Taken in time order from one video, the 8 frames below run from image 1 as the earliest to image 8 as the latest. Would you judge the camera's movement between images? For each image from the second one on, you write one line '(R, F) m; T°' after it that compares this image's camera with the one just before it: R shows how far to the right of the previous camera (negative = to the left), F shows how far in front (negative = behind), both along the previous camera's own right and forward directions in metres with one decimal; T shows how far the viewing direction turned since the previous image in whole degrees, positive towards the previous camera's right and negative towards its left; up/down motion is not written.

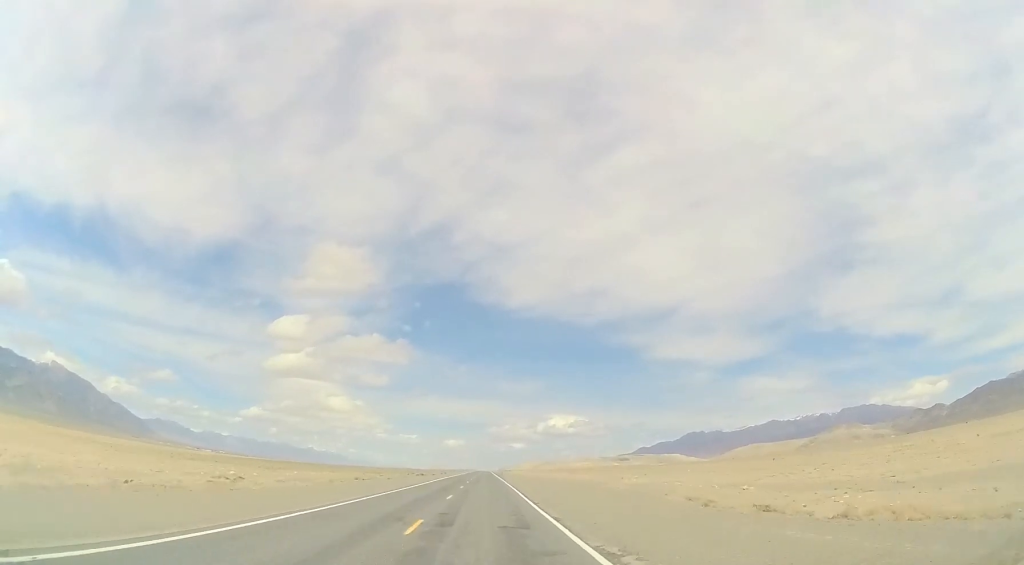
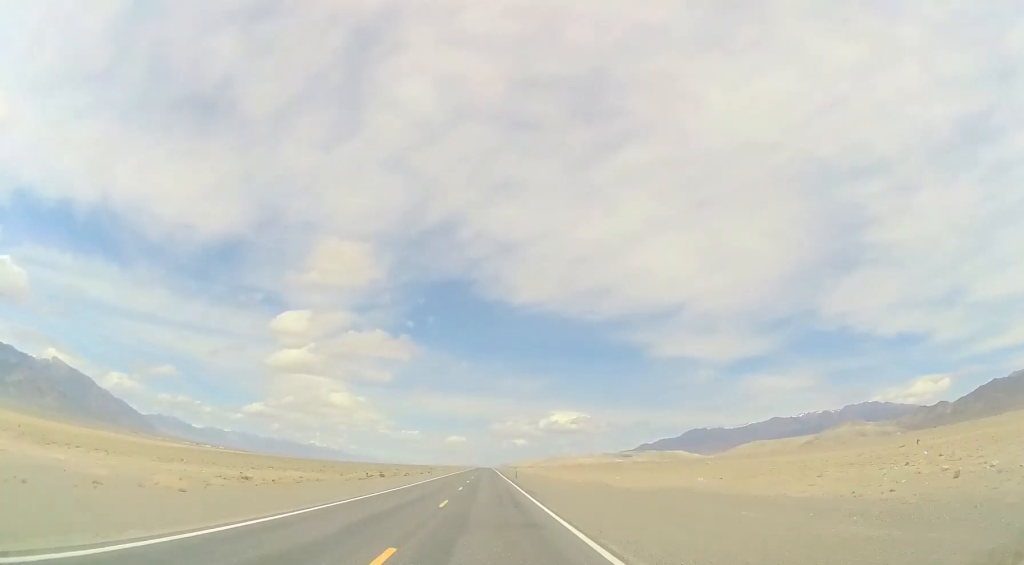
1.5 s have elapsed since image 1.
(+0.3, +46.9) m; 0°
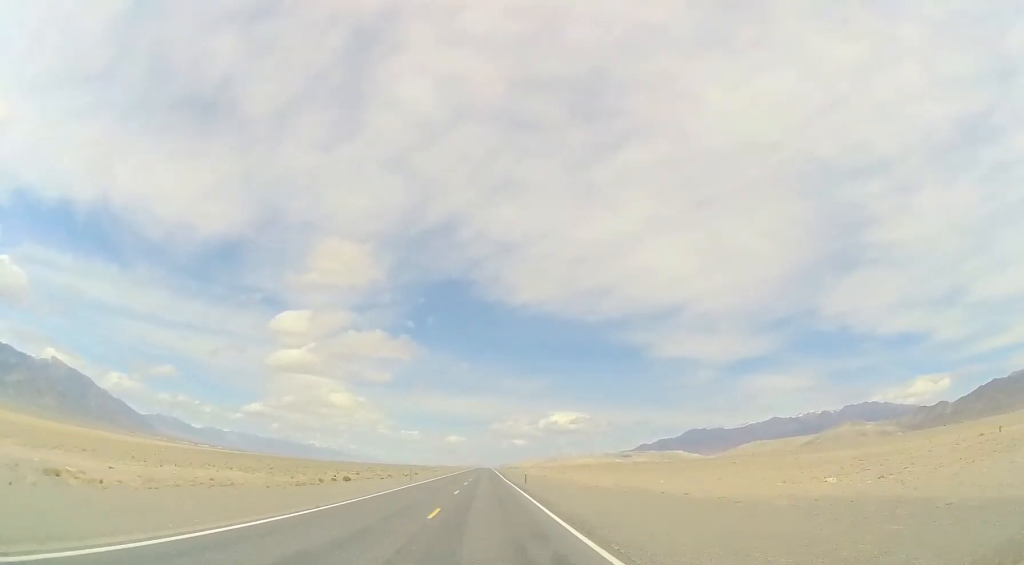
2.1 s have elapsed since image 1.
(+0.1, +17.7) m; 0°
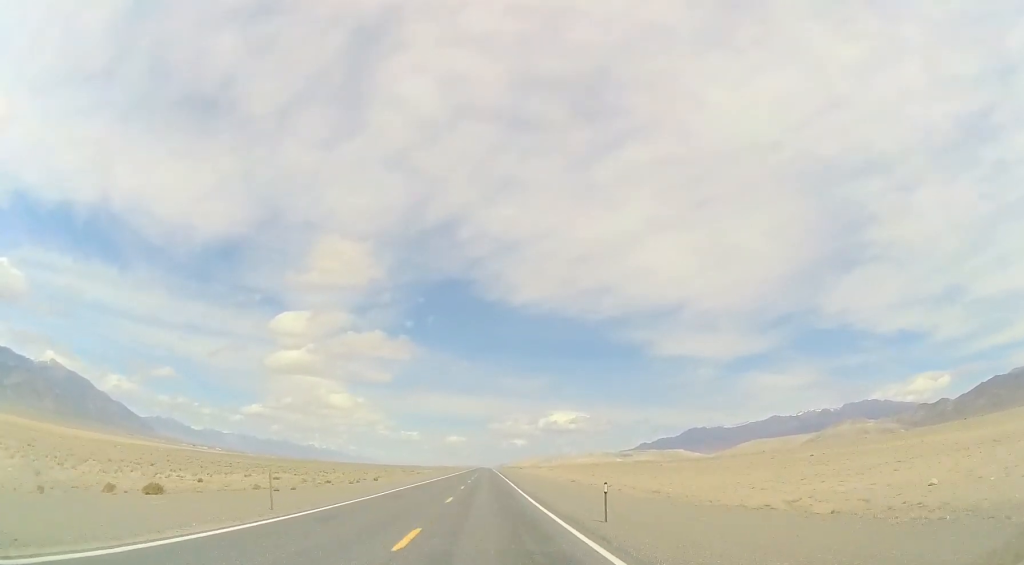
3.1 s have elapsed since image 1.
(+0.1, +33.1) m; 0°
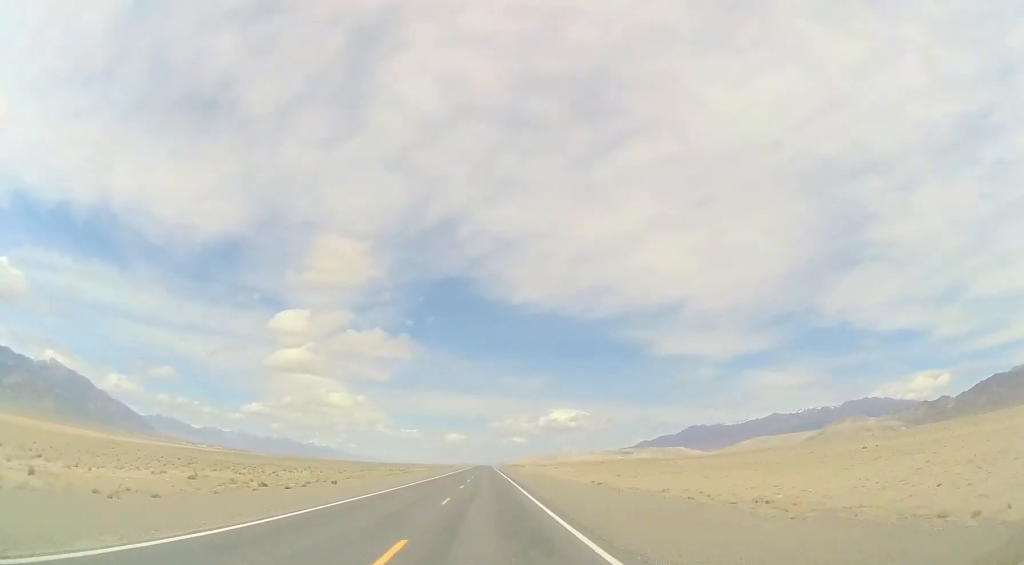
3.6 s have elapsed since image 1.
(0.0, +15.6) m; 0°
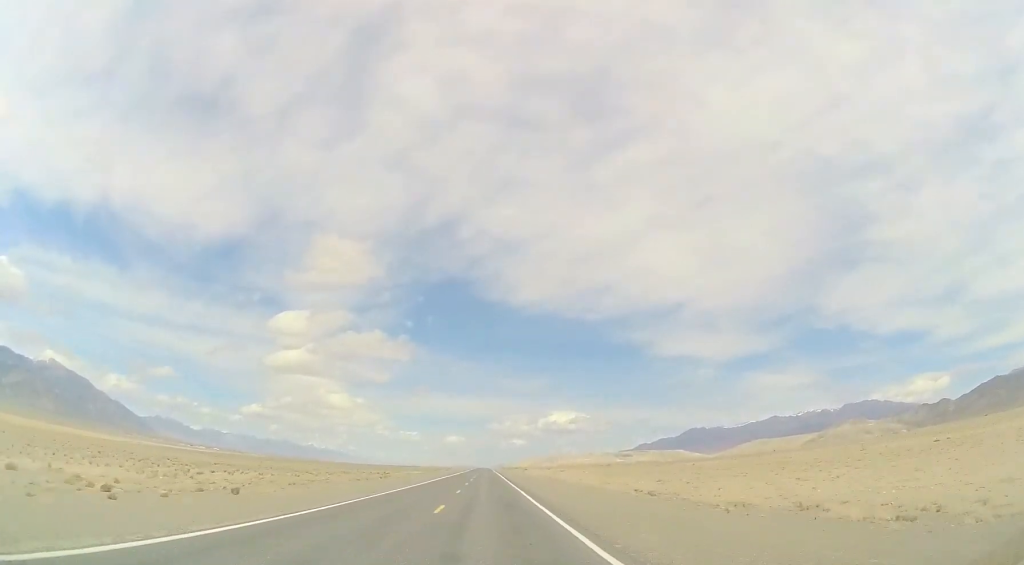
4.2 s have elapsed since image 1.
(-0.1, +16.7) m; 0°
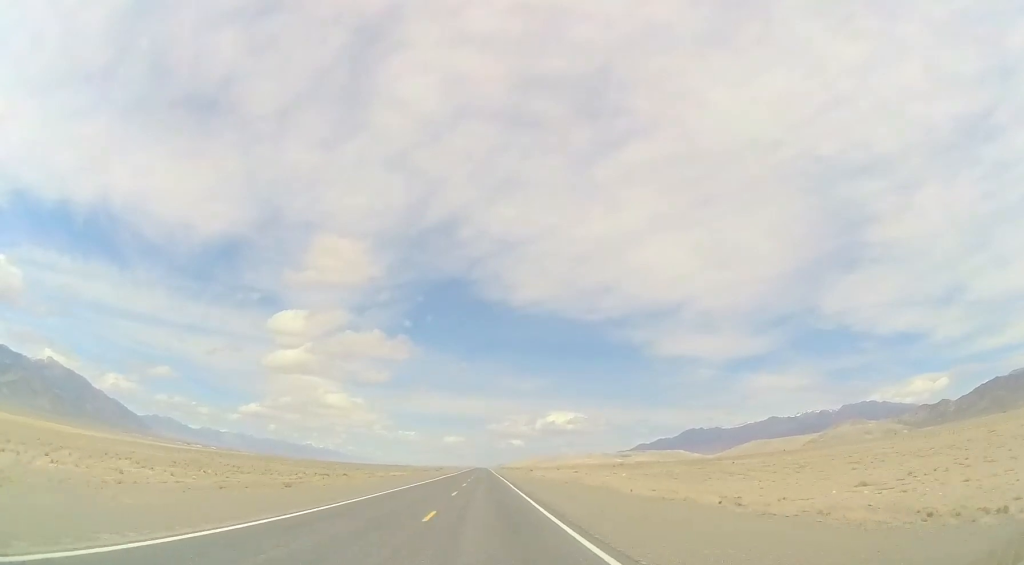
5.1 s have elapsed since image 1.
(-0.1, +29.5) m; 0°
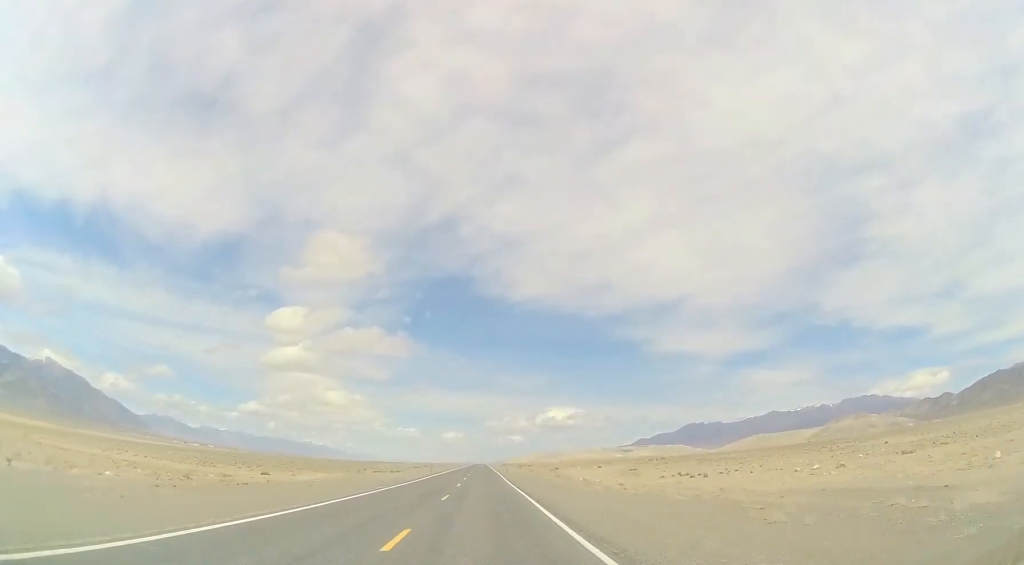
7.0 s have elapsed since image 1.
(+0.3, +60.1) m; 0°
